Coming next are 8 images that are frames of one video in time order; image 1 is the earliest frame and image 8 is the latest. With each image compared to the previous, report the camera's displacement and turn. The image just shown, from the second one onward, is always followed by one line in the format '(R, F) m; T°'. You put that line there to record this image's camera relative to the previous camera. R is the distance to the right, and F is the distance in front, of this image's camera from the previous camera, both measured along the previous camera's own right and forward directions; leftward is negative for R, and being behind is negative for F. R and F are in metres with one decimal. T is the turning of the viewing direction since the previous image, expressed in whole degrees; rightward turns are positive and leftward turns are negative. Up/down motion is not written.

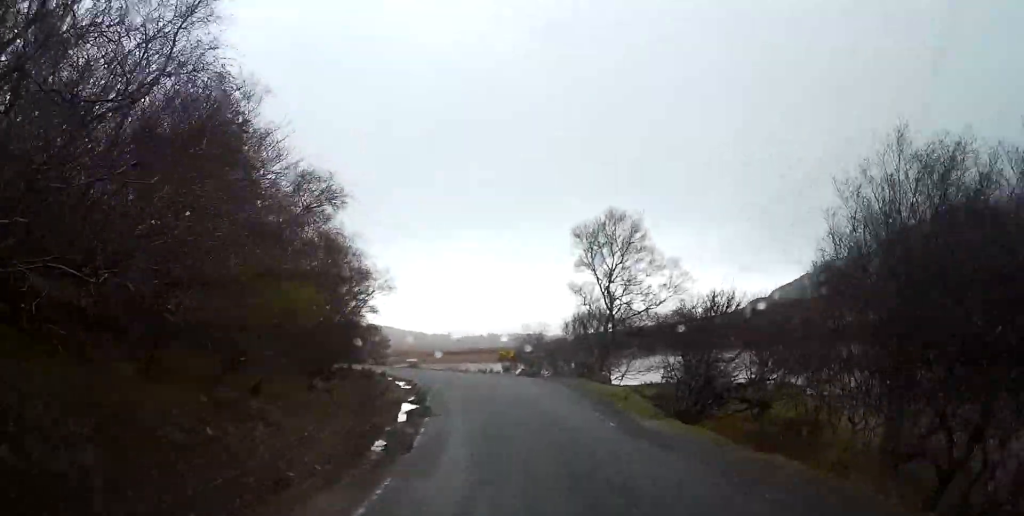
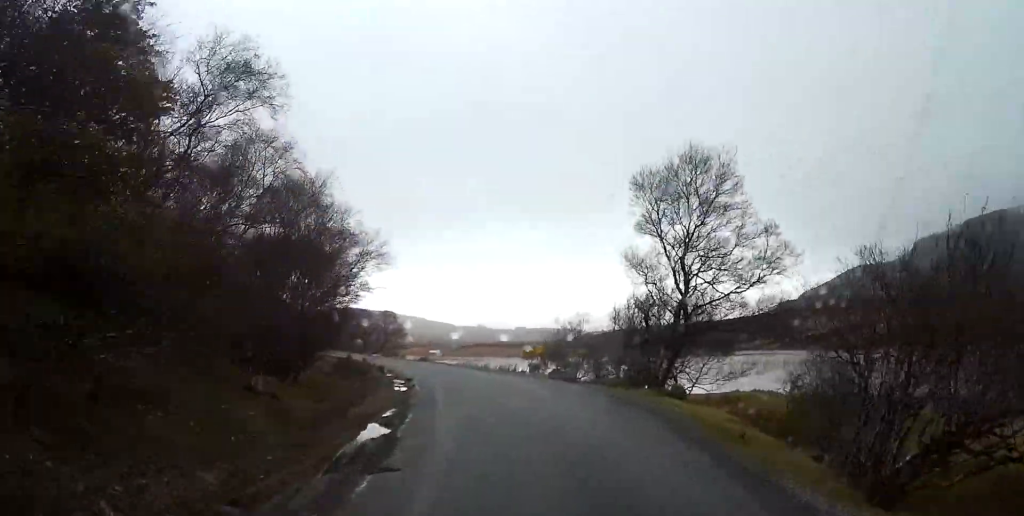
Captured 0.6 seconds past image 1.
(0.0, +8.6) m; -2°
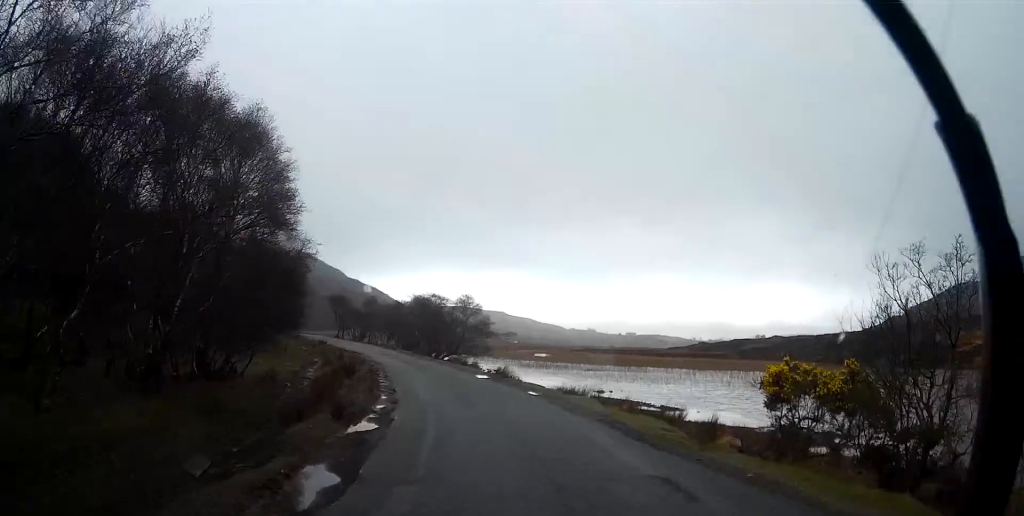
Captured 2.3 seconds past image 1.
(-1.9, +23.4) m; -8°
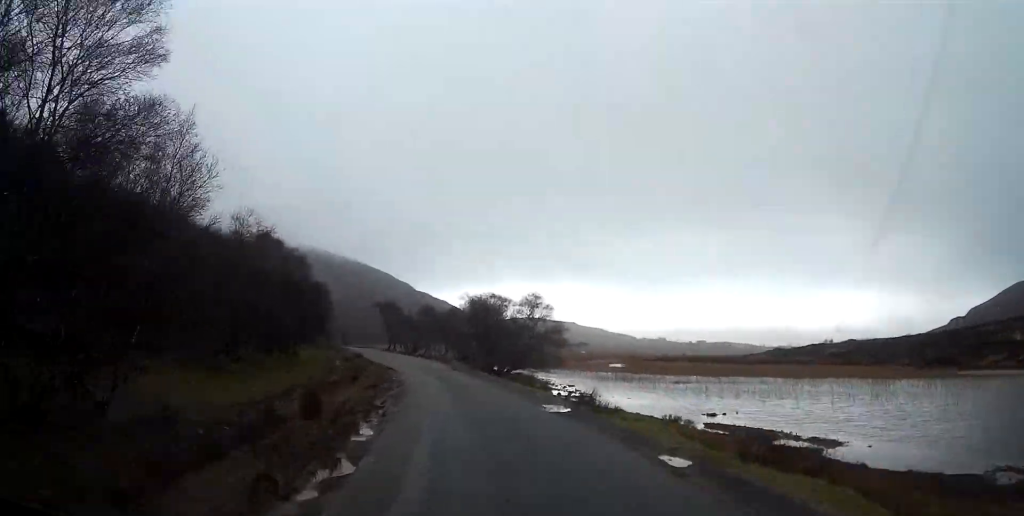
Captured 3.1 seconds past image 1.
(-0.4, +11.8) m; -4°
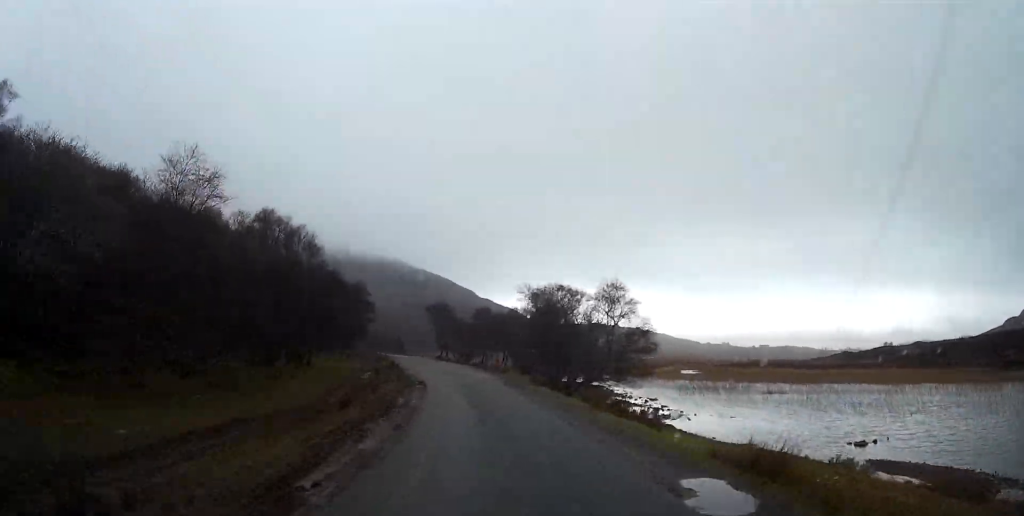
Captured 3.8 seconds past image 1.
(-0.3, +10.4) m; -4°
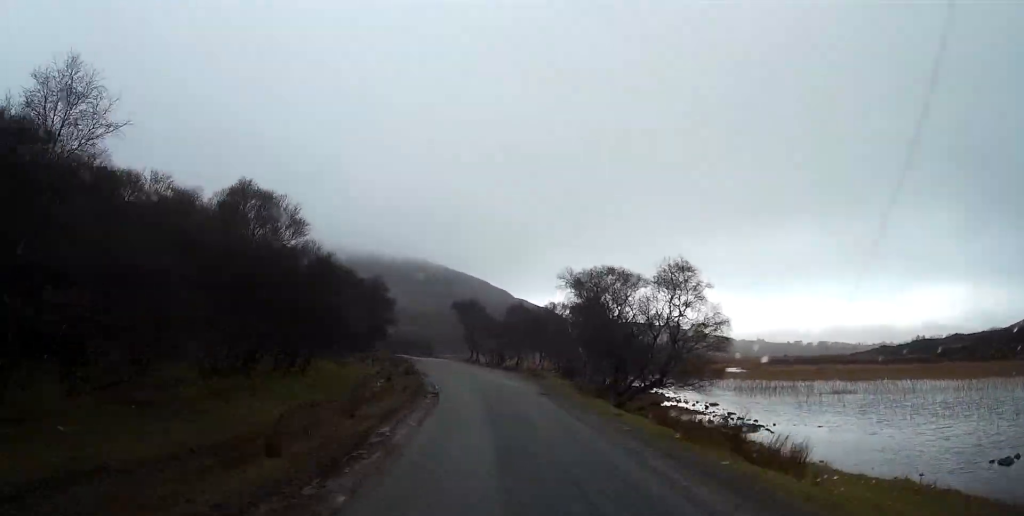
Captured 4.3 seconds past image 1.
(-0.2, +7.2) m; -3°
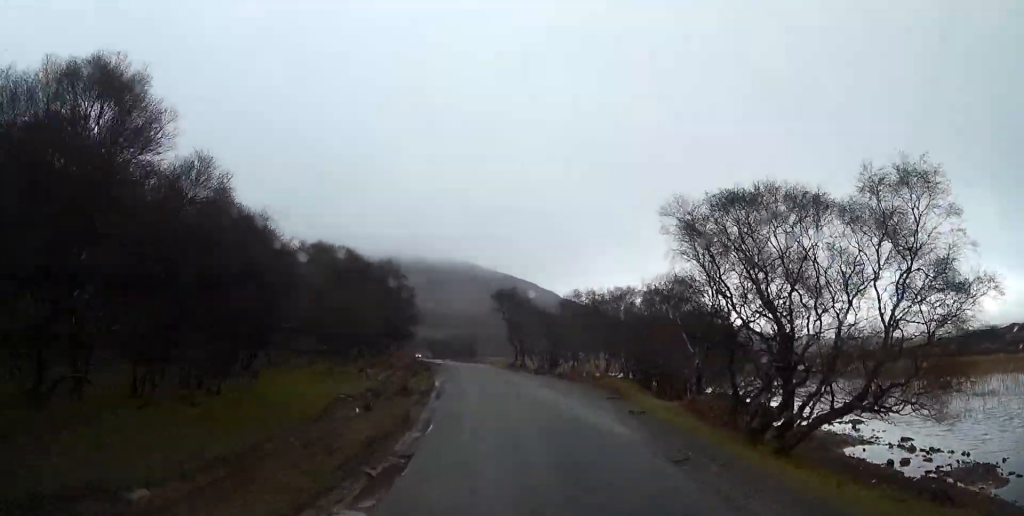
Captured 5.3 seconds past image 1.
(-0.7, +14.2) m; -4°
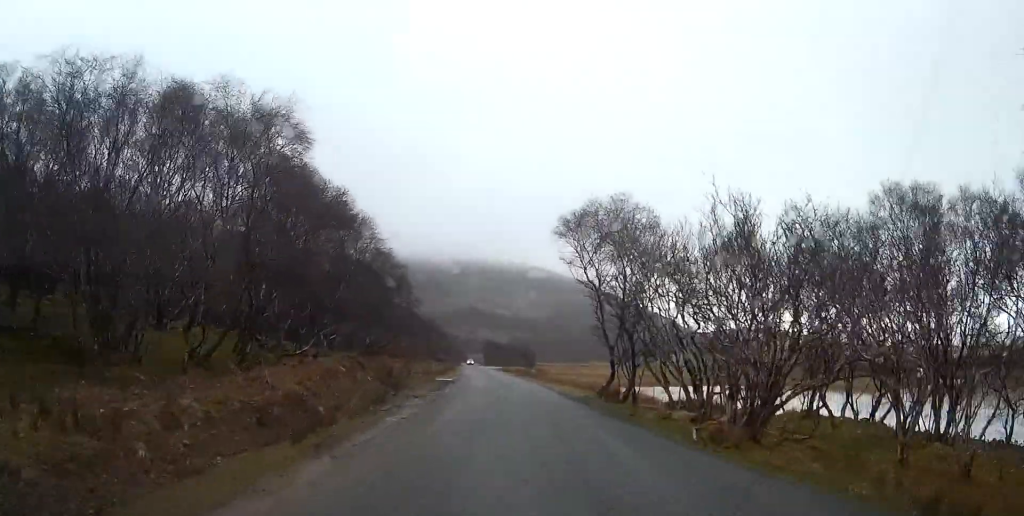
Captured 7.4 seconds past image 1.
(-1.4, +31.1) m; -5°
